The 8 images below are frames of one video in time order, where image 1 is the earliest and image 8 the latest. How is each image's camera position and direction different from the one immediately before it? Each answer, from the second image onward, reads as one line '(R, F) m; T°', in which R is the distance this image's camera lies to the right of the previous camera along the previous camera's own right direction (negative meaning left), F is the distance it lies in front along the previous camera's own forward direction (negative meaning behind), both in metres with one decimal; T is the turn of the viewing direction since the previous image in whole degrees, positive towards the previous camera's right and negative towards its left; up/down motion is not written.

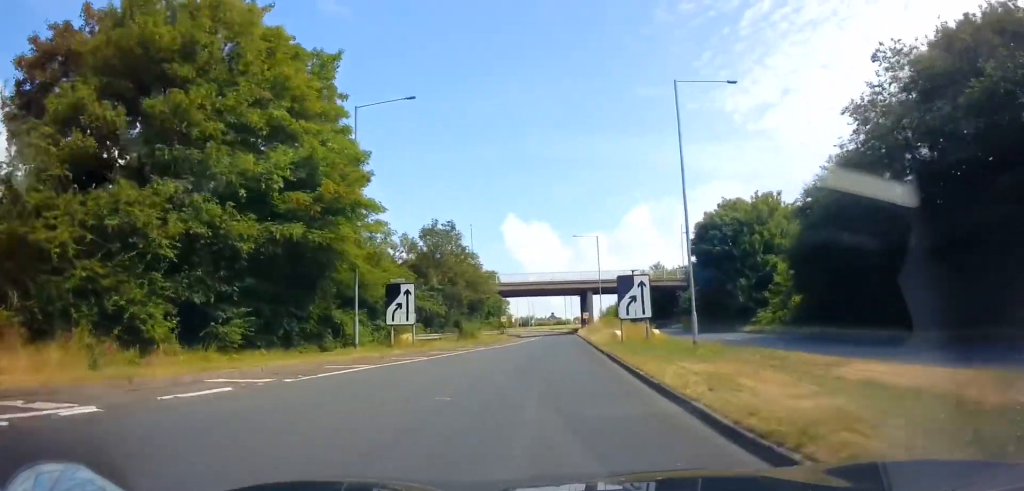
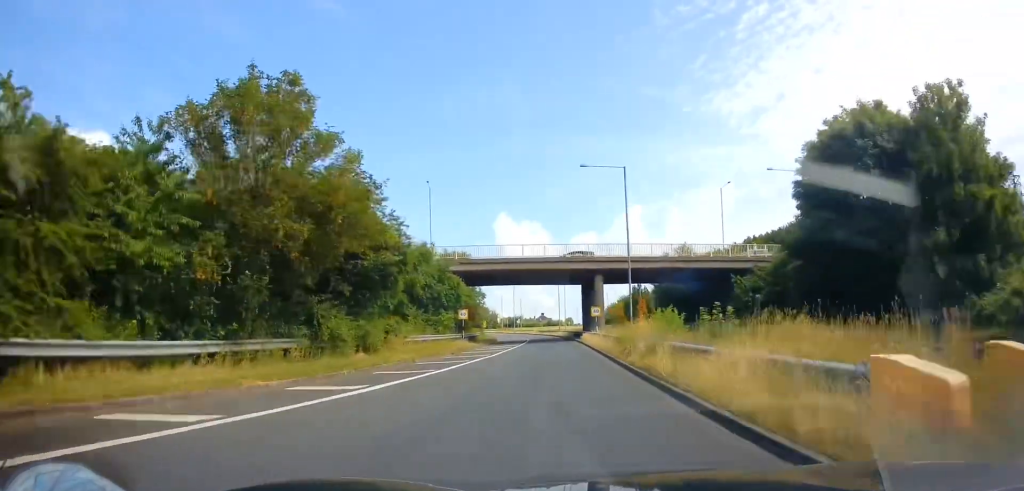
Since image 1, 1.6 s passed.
(+0.6, +26.0) m; +2°
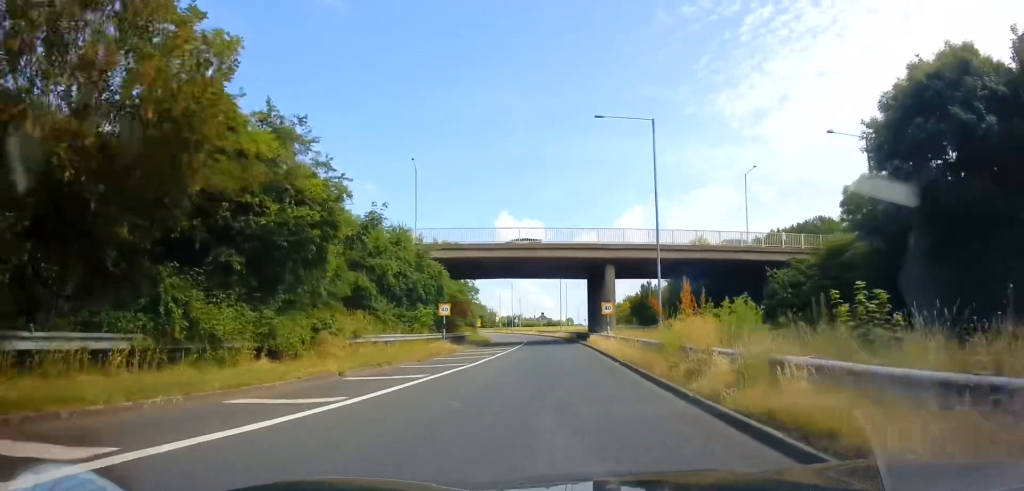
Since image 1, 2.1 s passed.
(-0.1, +7.8) m; 0°
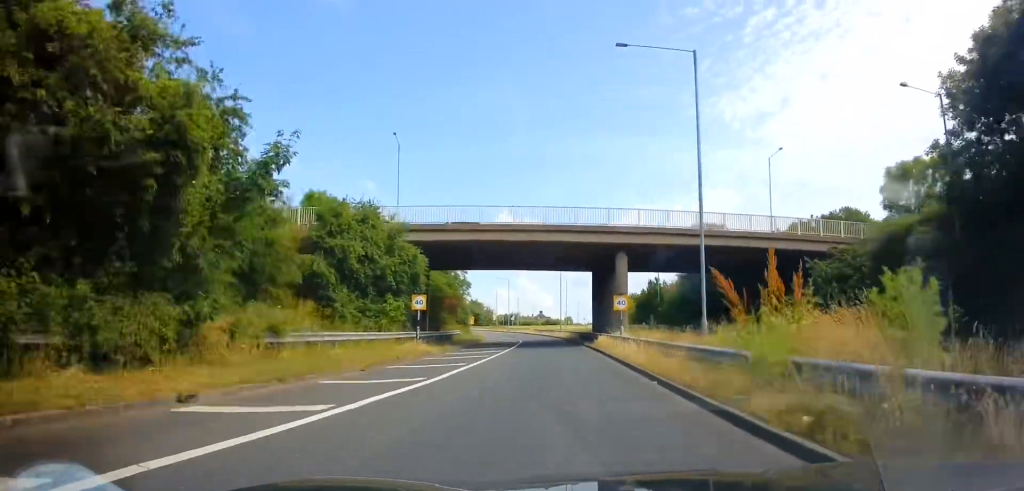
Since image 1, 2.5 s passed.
(0.0, +6.8) m; 0°
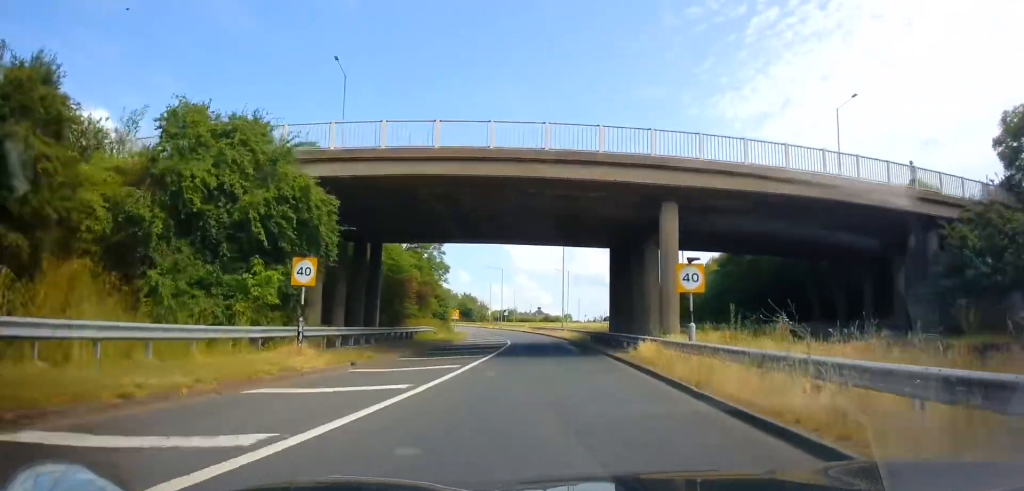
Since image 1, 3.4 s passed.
(0.0, +13.6) m; +1°
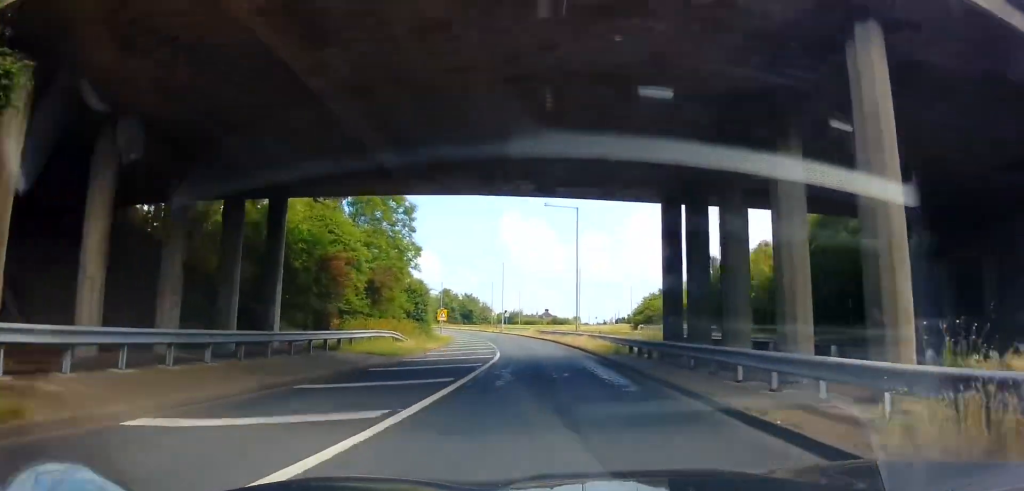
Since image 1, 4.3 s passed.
(+0.1, +13.7) m; -1°
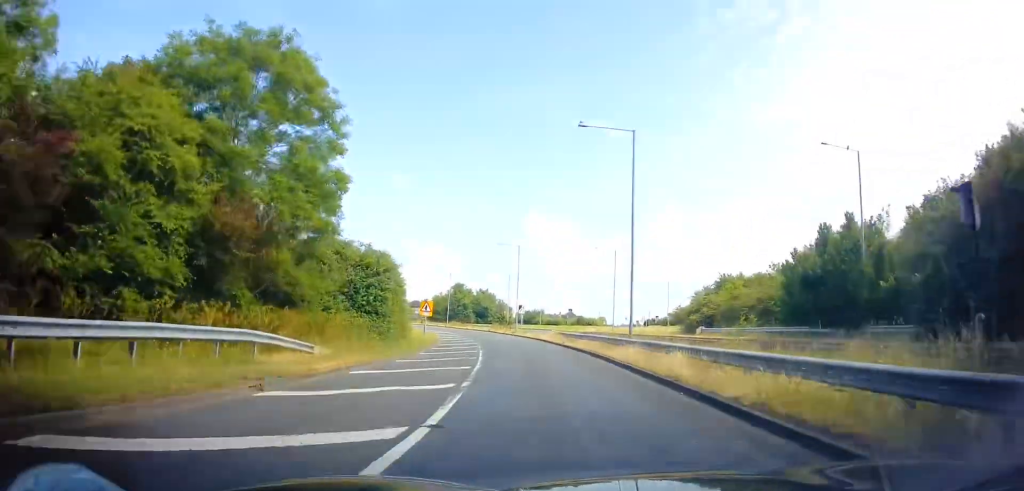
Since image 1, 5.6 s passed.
(-0.5, +17.8) m; -2°
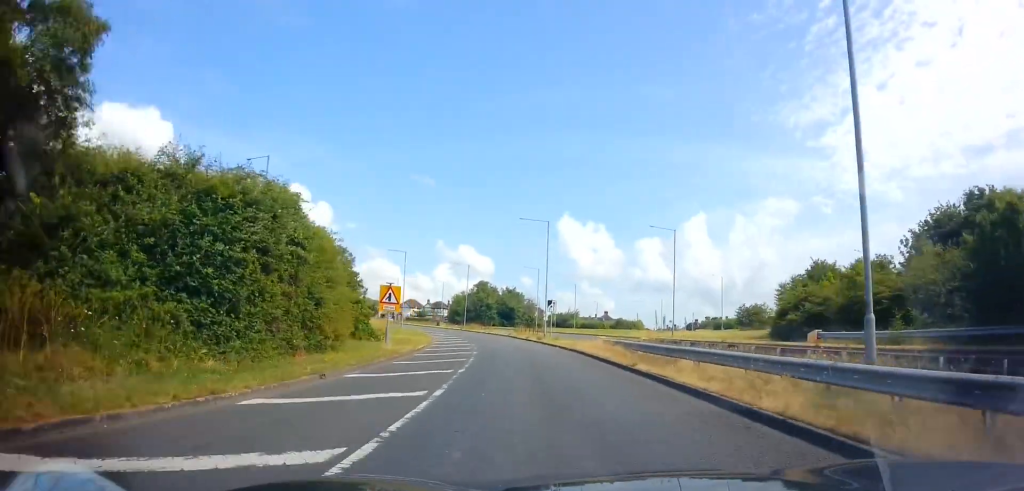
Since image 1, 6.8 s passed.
(-0.1, +17.0) m; -3°
